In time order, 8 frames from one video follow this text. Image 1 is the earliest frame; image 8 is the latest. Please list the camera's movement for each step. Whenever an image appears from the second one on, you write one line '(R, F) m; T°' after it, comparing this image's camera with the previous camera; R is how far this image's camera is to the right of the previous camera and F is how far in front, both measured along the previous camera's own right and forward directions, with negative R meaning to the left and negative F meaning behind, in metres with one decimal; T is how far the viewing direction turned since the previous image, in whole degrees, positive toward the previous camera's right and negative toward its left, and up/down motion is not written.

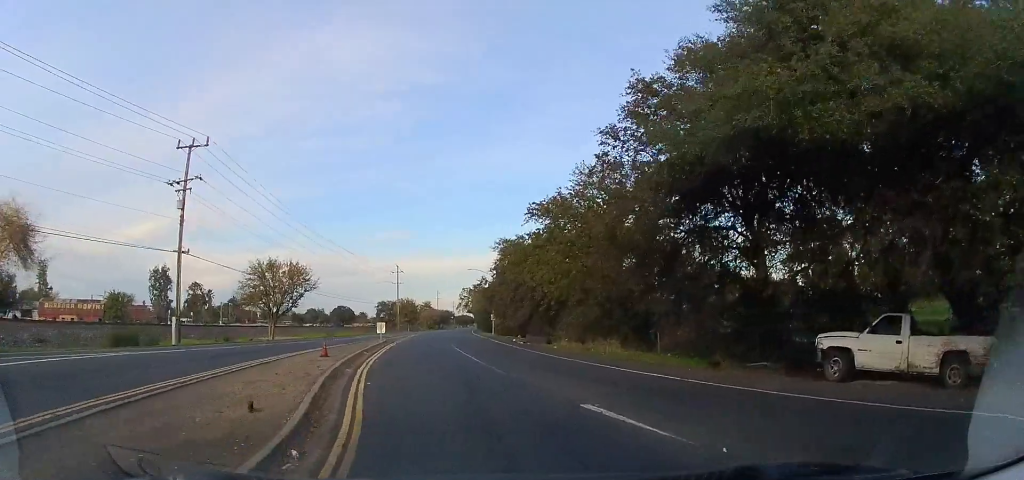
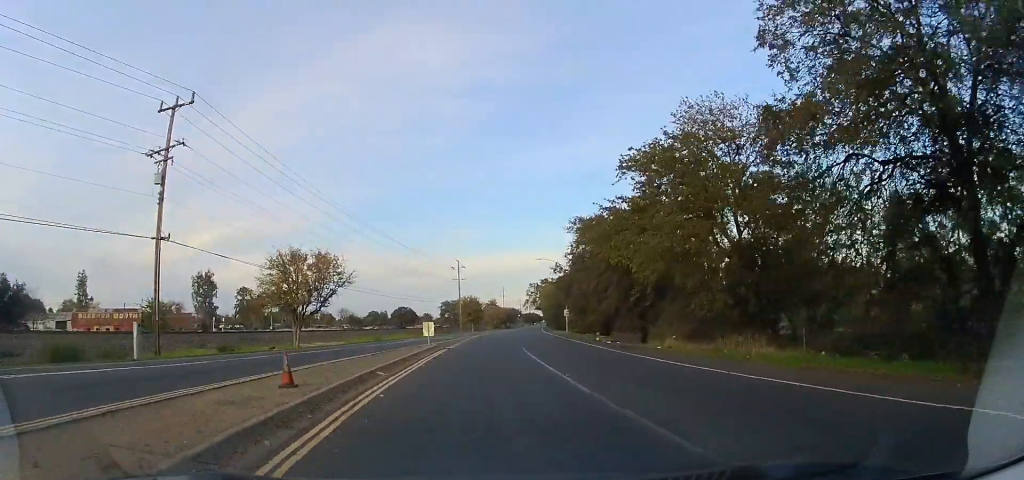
(-0.7, +8.7) m; -6°
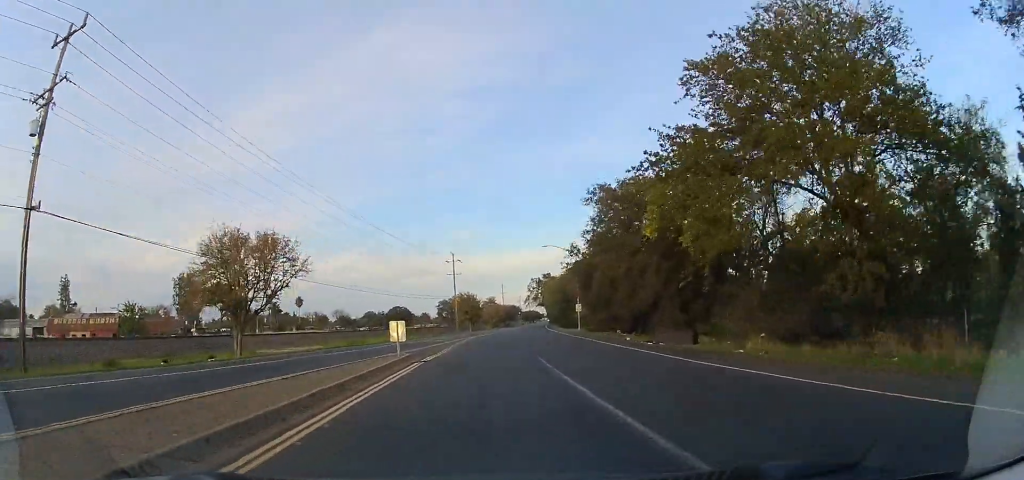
(-0.2, +9.5) m; -2°
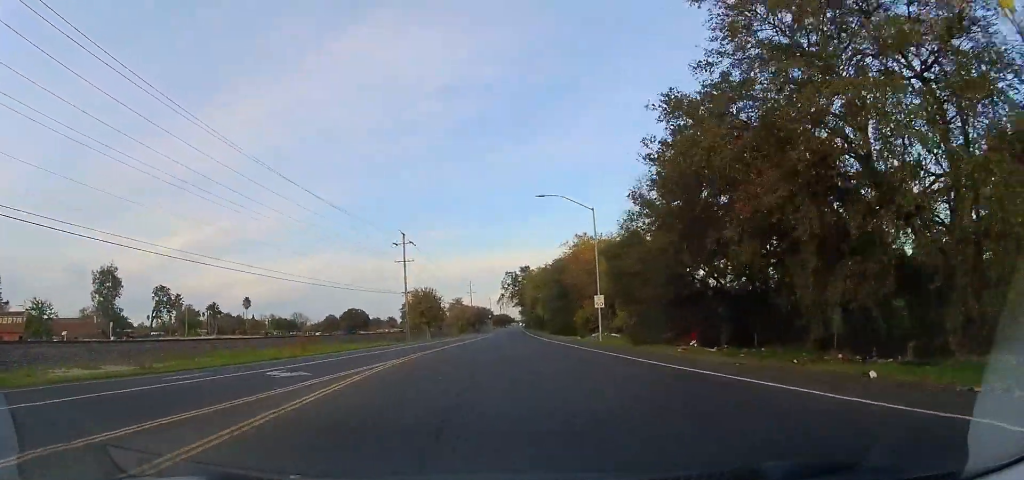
(-0.1, +24.2) m; +1°
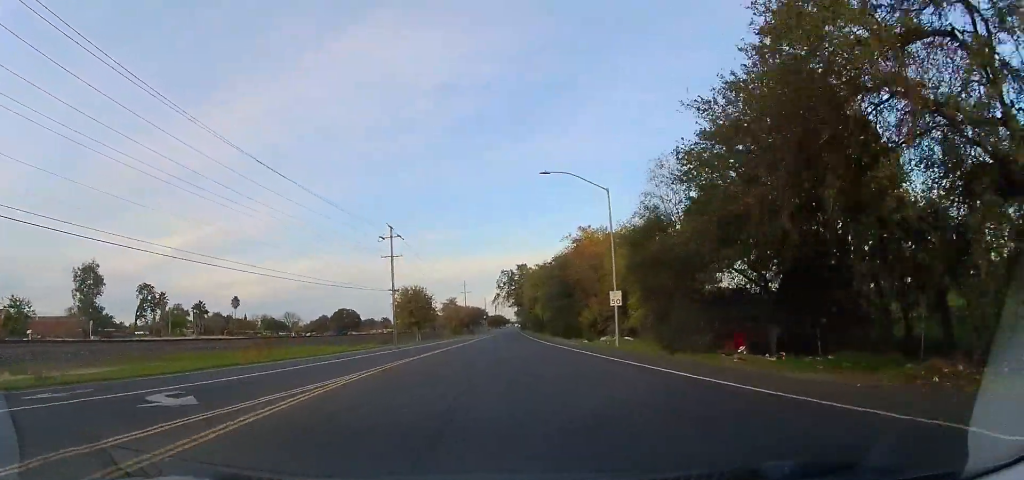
(0.0, +5.9) m; +1°
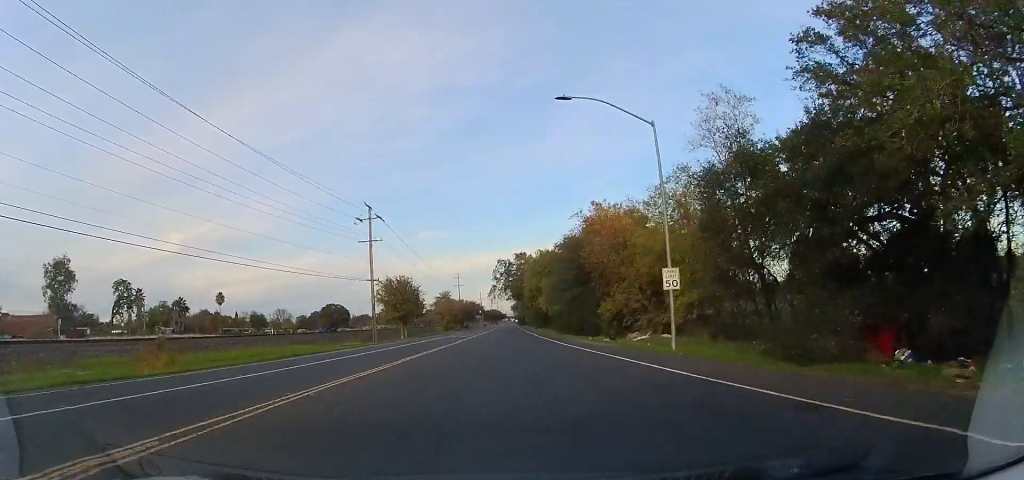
(-0.1, +9.6) m; +2°
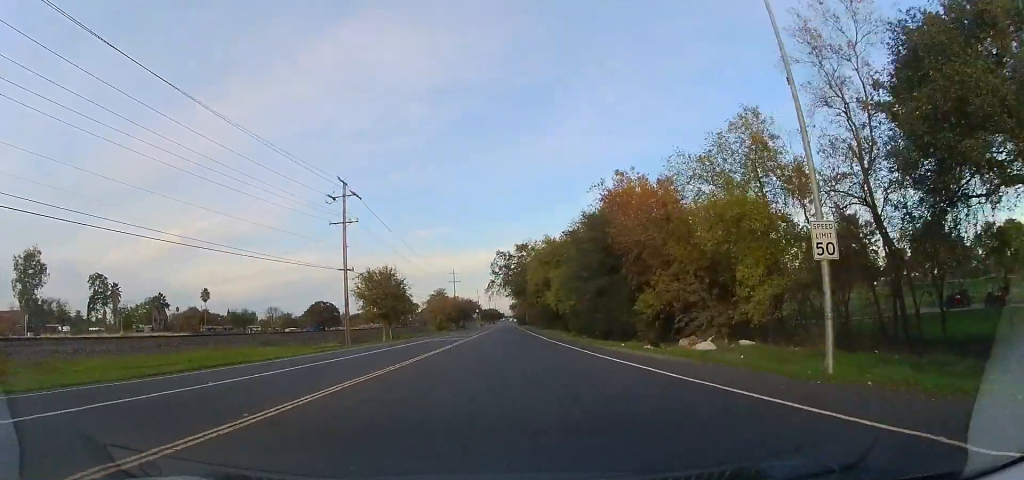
(+0.5, +9.8) m; 0°
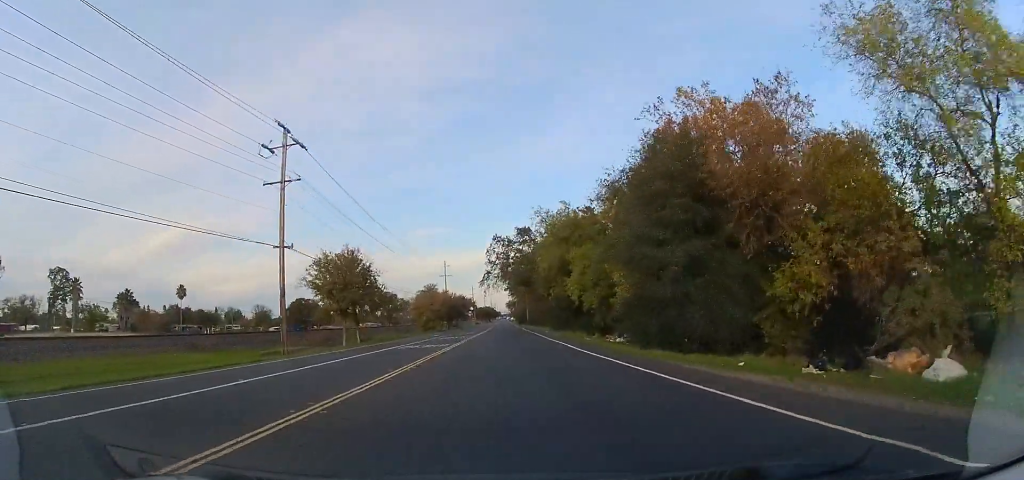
(-0.5, +14.1) m; -1°
